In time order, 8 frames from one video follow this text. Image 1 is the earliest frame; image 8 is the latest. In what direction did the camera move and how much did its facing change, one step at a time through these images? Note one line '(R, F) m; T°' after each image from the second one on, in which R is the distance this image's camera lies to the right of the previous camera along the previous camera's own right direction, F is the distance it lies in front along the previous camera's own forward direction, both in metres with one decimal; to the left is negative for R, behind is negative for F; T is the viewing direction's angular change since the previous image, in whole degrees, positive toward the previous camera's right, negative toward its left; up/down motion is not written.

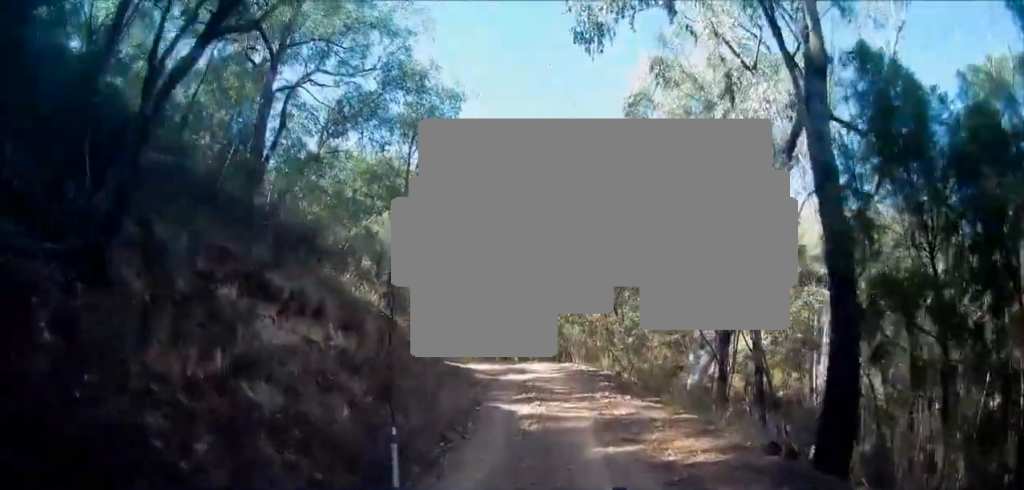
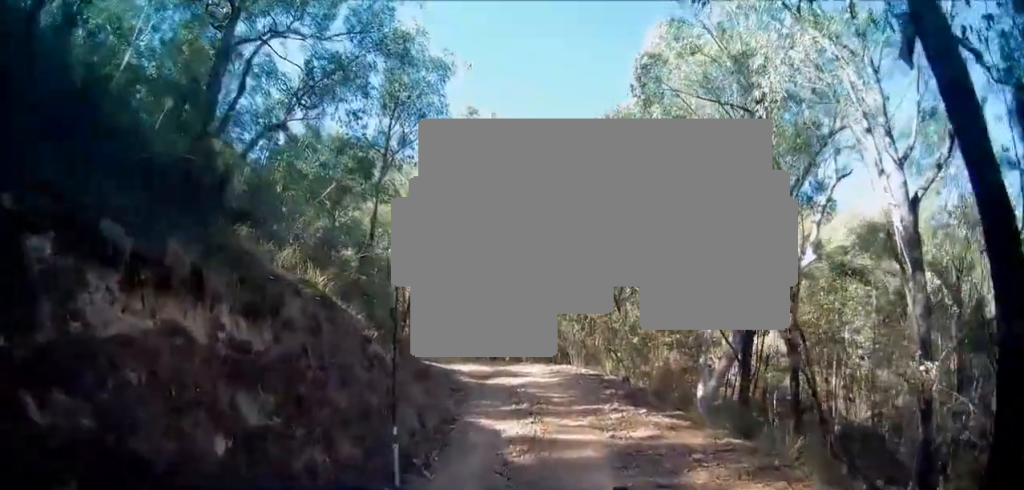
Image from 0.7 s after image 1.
(0.0, +3.1) m; 0°
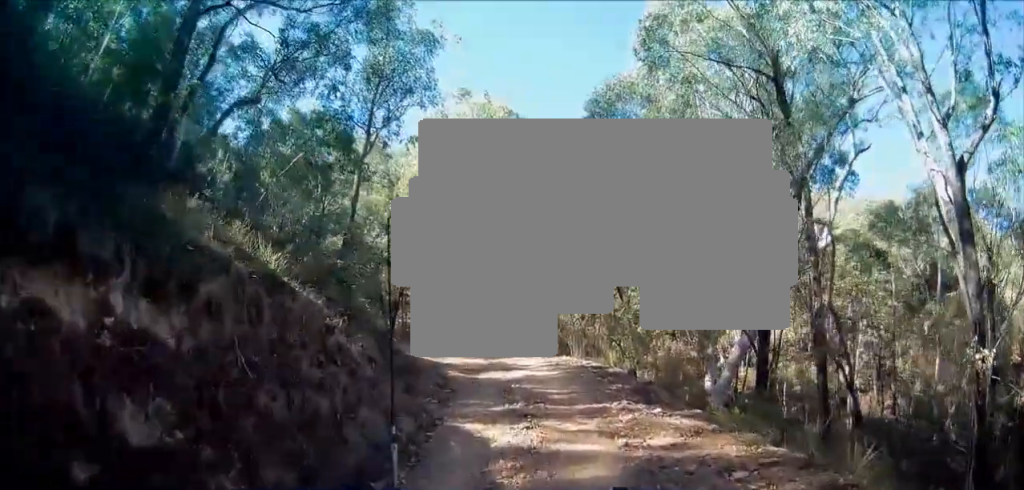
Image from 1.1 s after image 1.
(0.0, +1.8) m; 0°
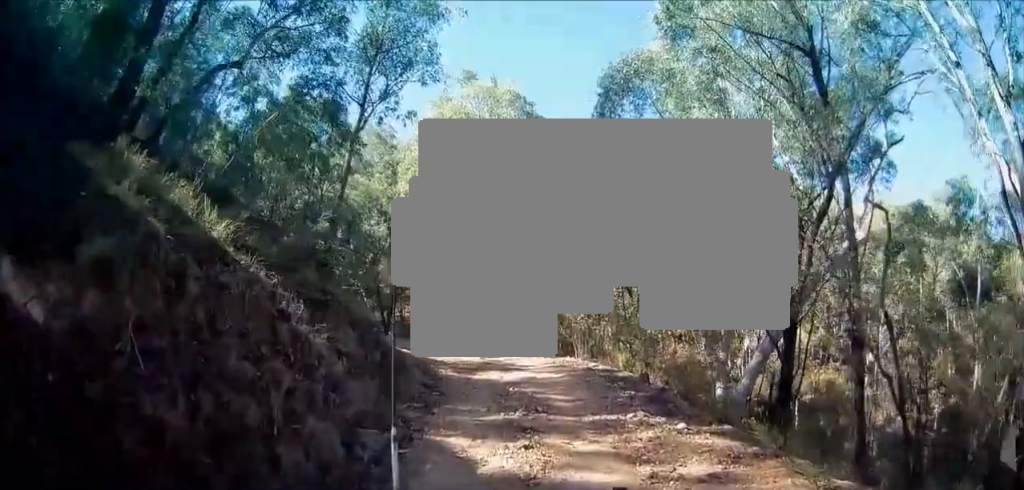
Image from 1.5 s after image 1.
(0.0, +1.7) m; 0°
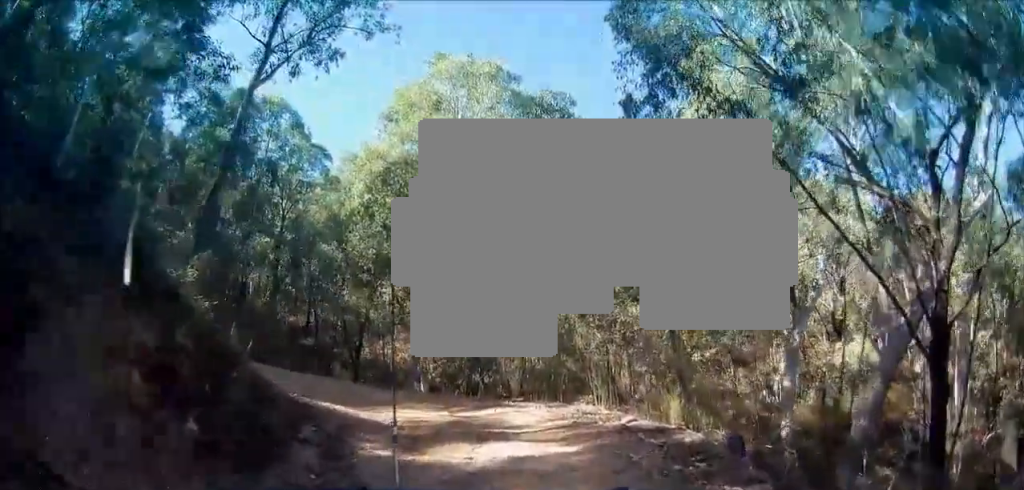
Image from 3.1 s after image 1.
(+0.1, +6.6) m; +3°
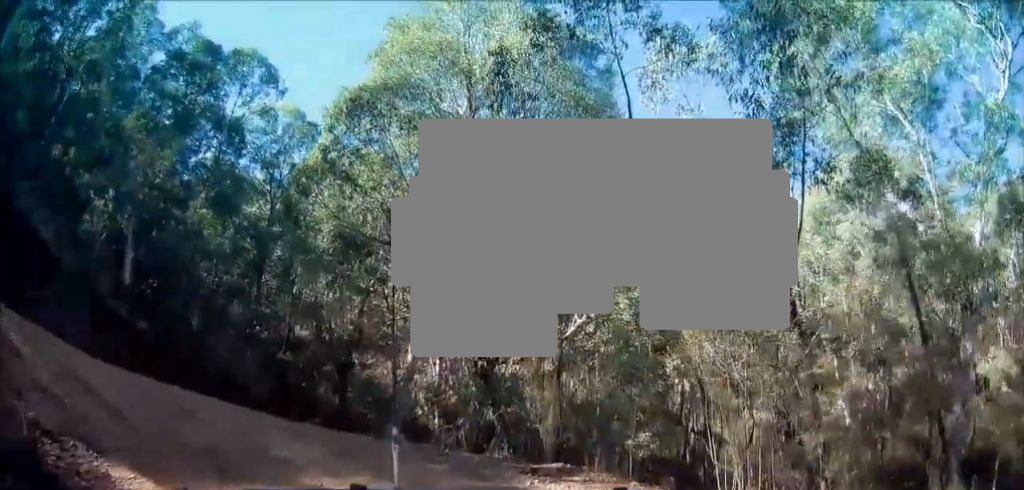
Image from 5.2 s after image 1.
(-0.5, +7.5) m; -7°
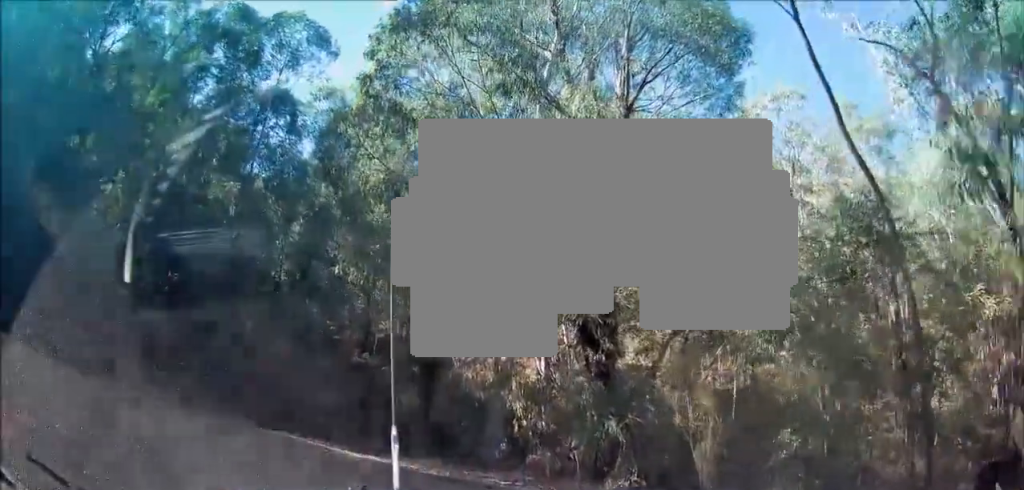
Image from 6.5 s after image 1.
(-0.1, +3.7) m; -9°
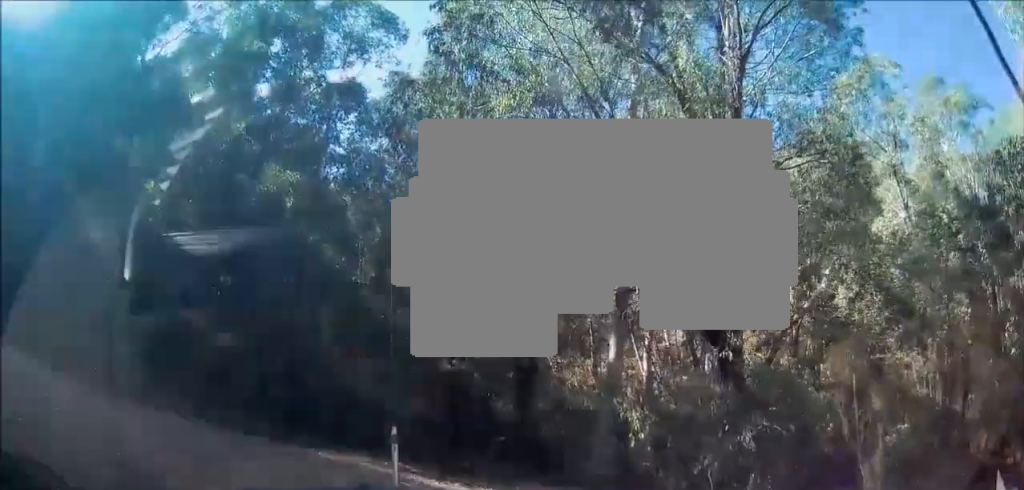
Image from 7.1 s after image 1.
(-0.1, +1.7) m; -8°
